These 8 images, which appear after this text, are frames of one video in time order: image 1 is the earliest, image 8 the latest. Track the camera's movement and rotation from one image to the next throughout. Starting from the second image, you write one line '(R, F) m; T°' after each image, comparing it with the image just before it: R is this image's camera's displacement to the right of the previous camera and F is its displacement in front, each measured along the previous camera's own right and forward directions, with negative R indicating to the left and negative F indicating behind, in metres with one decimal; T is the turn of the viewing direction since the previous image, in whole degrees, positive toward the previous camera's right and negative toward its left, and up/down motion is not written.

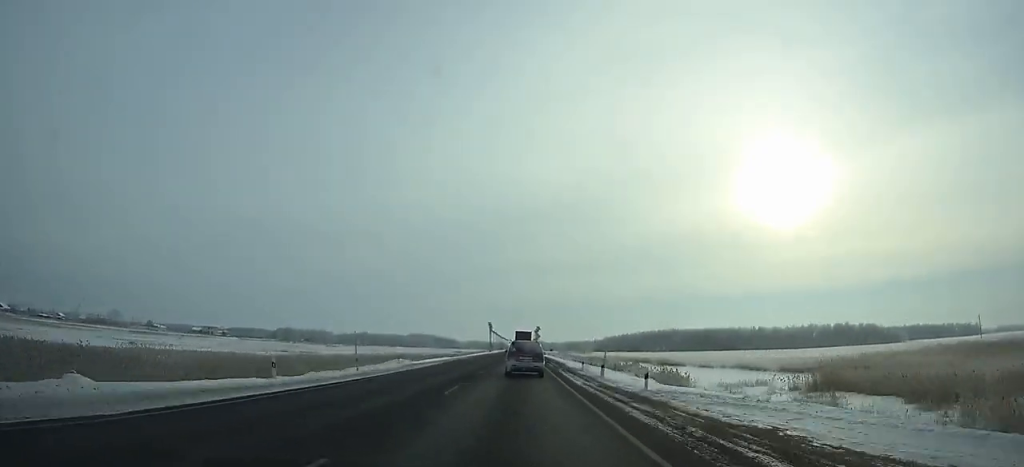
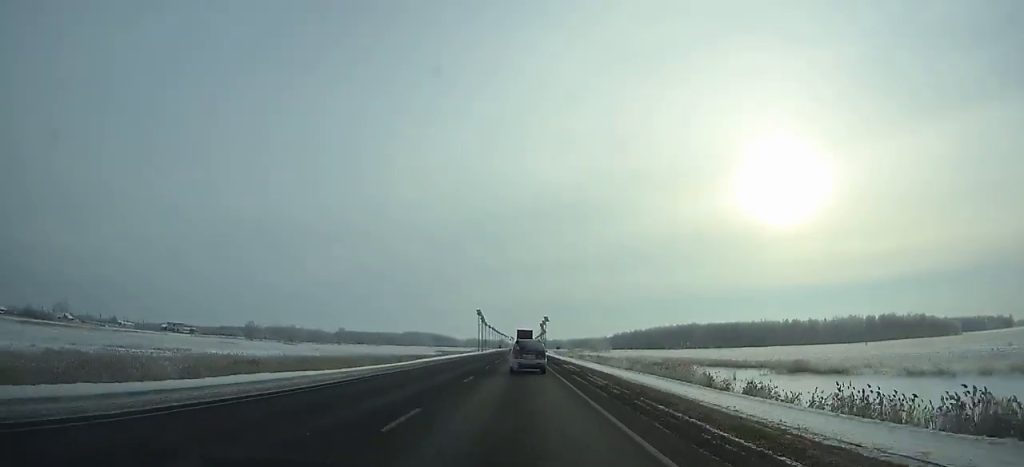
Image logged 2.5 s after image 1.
(0.0, +55.1) m; 0°
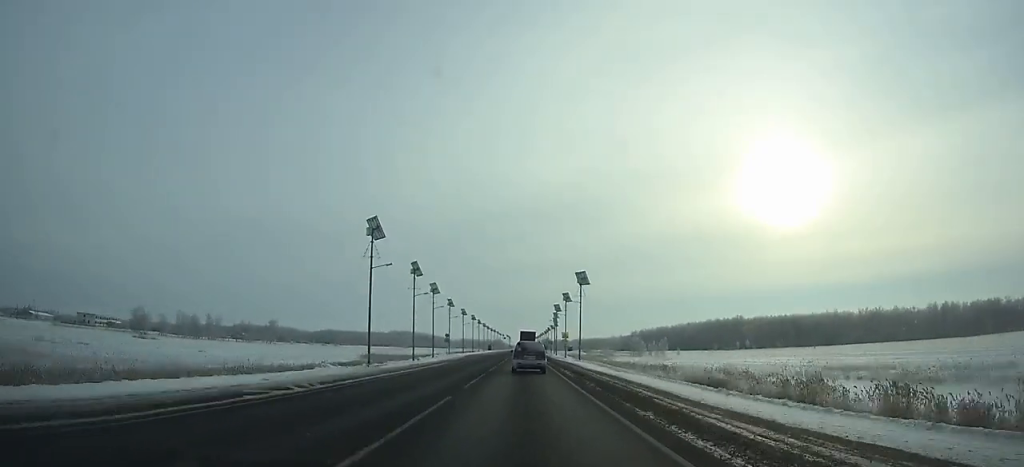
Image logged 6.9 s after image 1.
(+0.2, +97.7) m; 0°
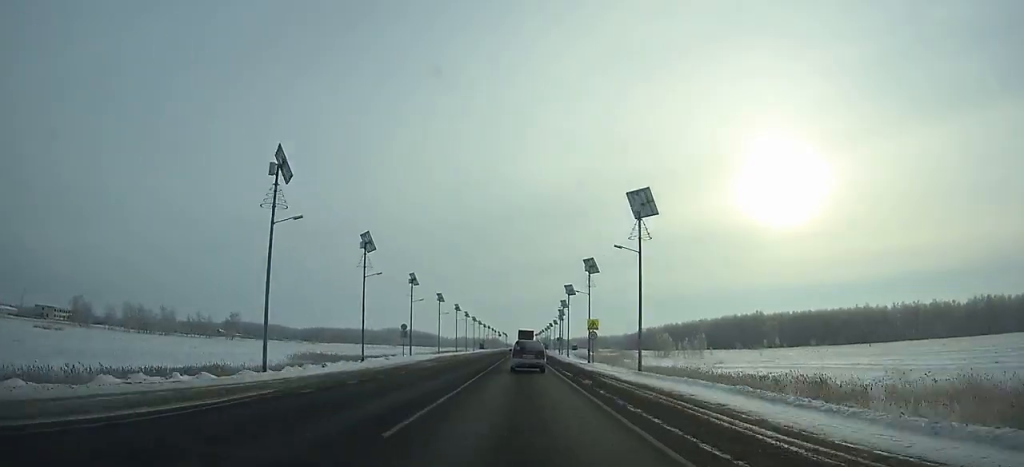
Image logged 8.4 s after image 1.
(+0.1, +33.7) m; 0°
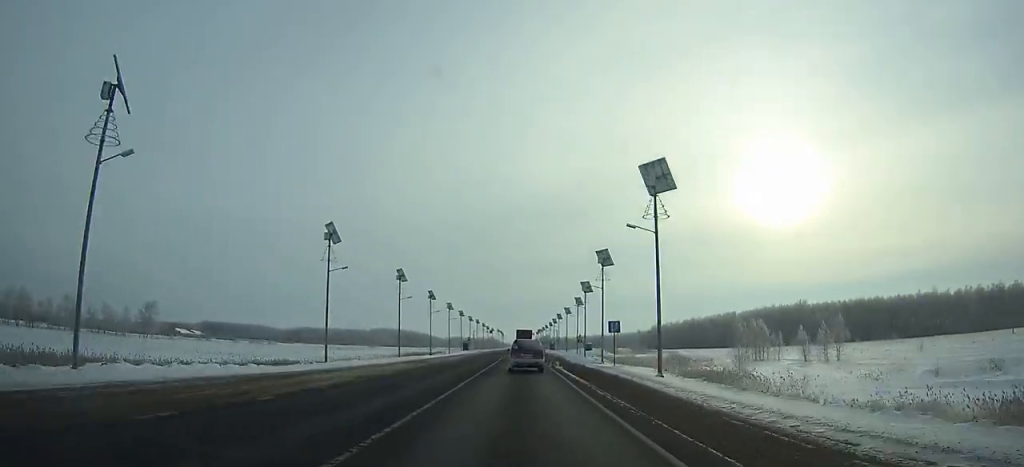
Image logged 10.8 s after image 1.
(+0.1, +54.2) m; 0°
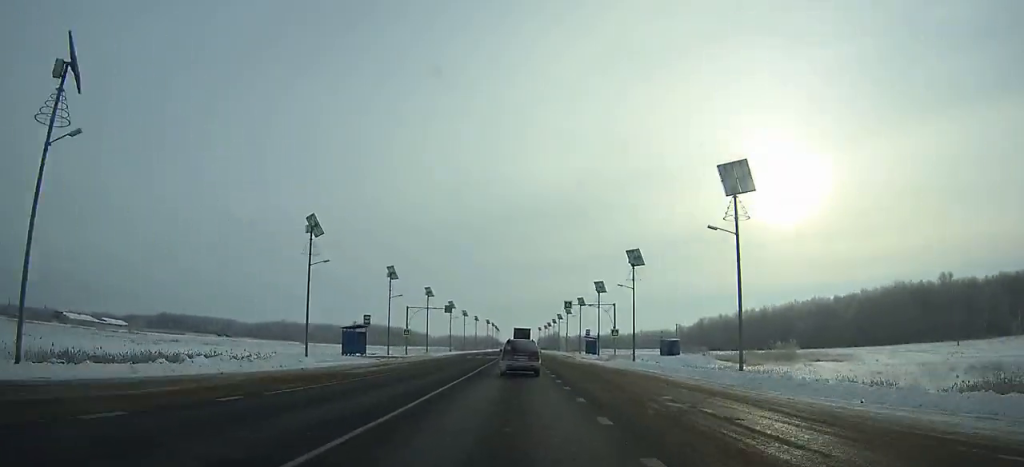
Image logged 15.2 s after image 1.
(-0.4, +100.0) m; 0°
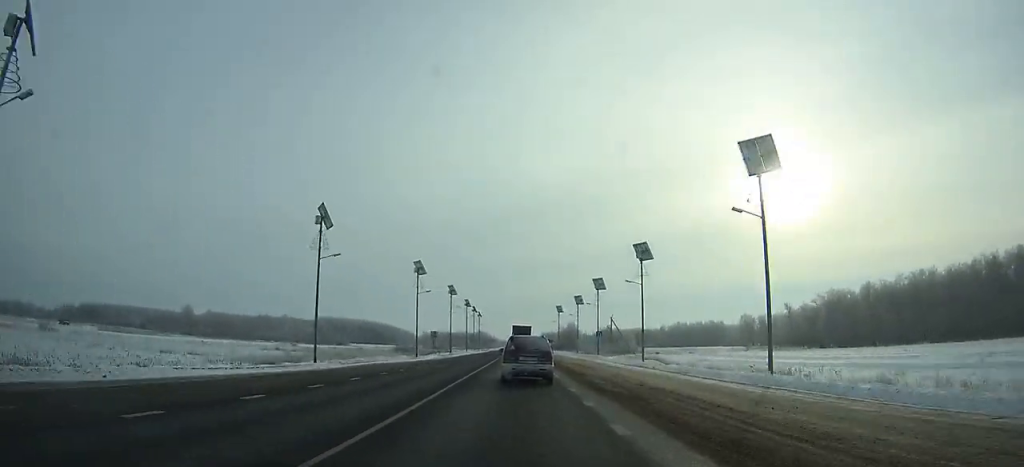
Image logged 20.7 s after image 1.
(+0.4, +122.9) m; 0°
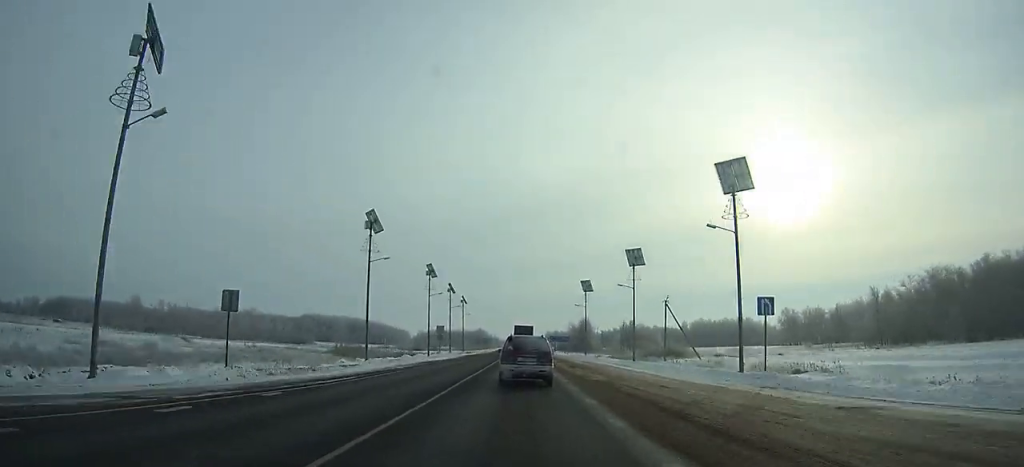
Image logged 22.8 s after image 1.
(0.0, +46.0) m; 0°
